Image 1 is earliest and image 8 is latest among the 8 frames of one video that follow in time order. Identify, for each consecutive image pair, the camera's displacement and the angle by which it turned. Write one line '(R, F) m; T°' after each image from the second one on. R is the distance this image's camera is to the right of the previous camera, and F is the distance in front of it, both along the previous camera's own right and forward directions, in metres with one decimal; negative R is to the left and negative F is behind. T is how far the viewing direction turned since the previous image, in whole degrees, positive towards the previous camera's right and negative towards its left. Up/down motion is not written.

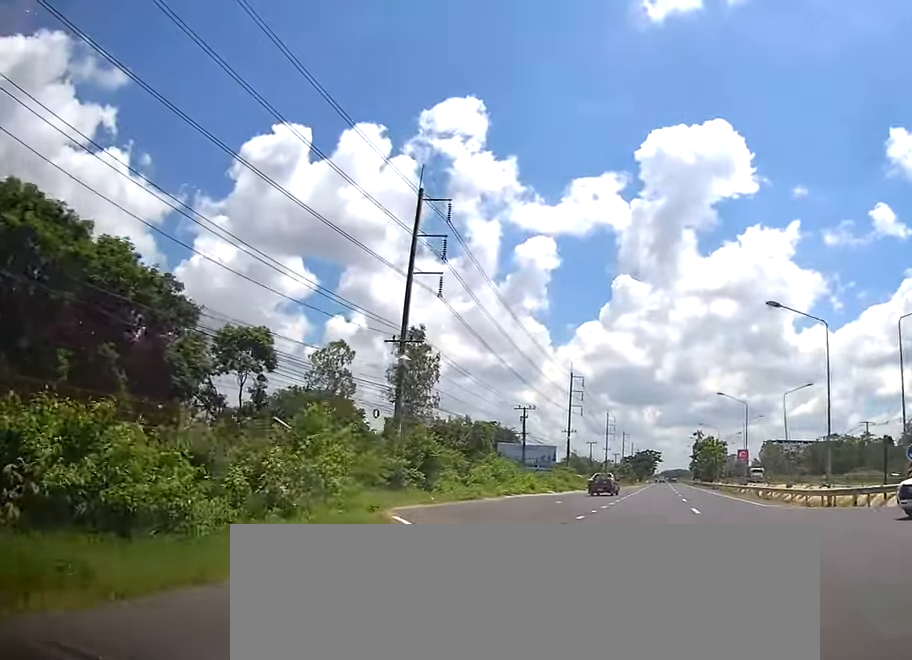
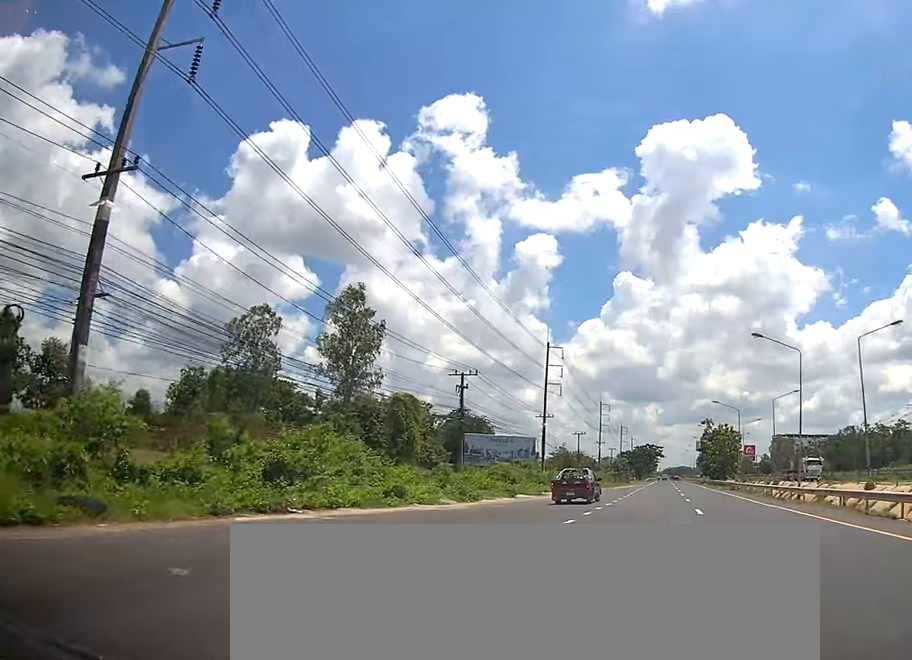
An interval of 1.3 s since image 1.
(-0.1, +27.7) m; +2°
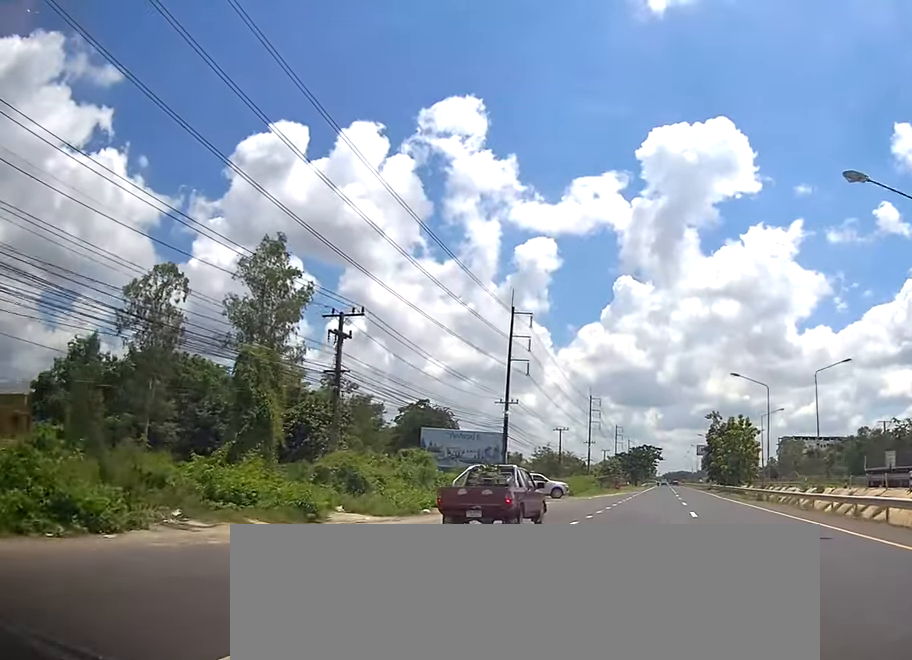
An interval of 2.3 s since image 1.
(+0.7, +23.3) m; 0°
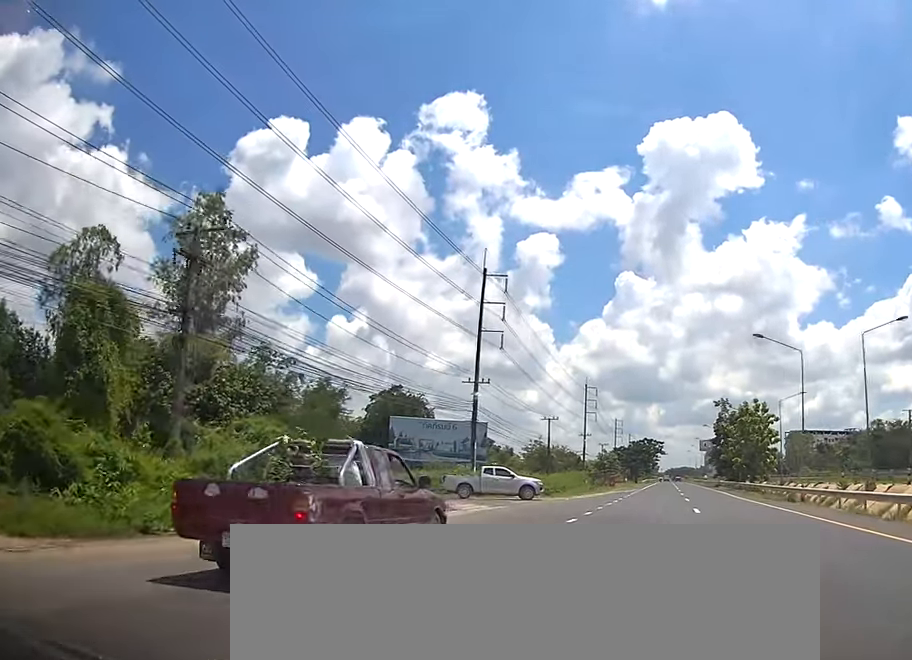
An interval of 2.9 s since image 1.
(-0.4, +13.2) m; -1°
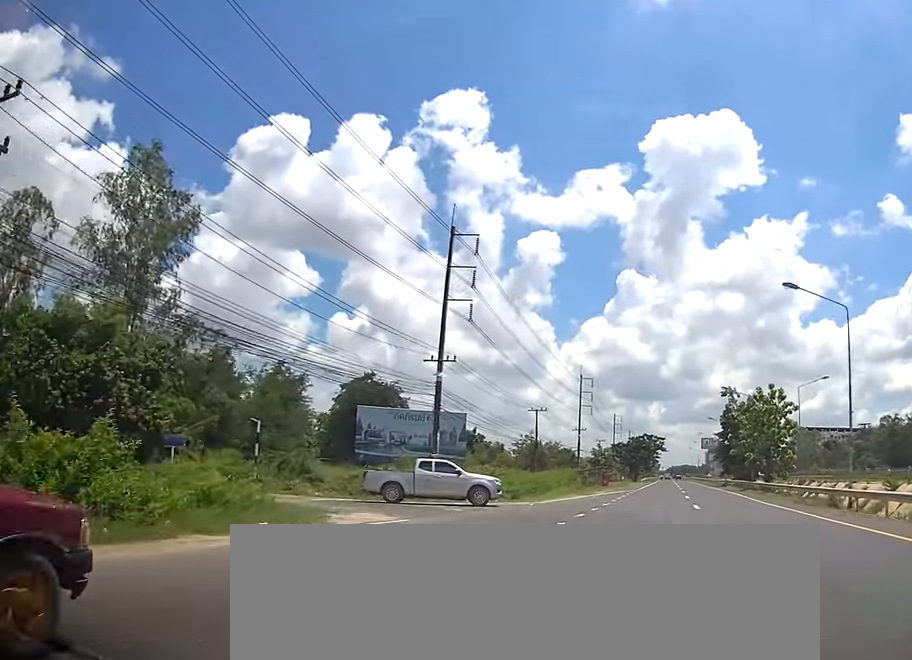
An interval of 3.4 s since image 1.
(-0.1, +10.7) m; 0°
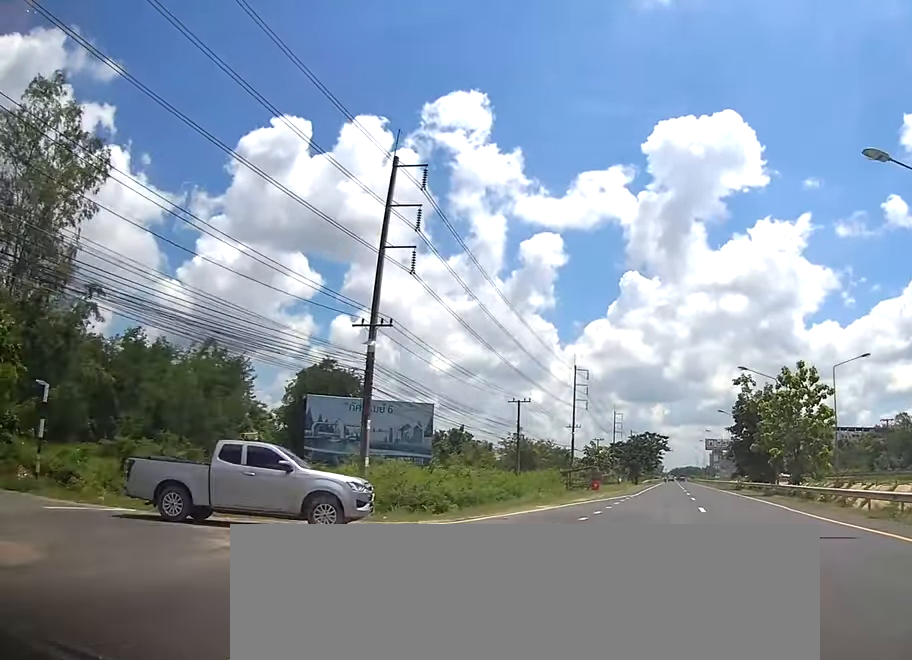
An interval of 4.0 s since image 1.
(-0.1, +13.2) m; +1°
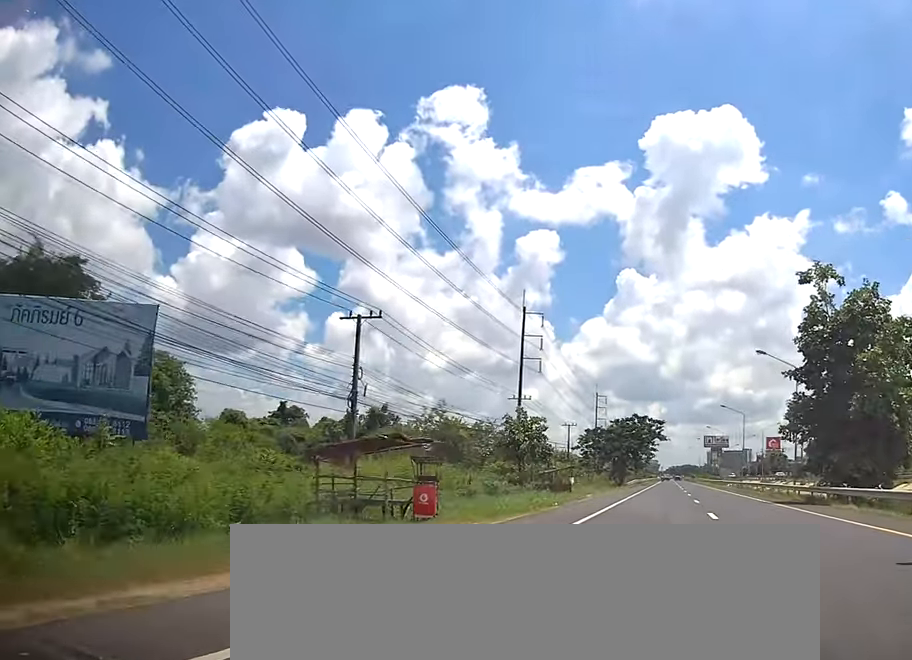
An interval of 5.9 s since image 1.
(+0.4, +41.4) m; 0°
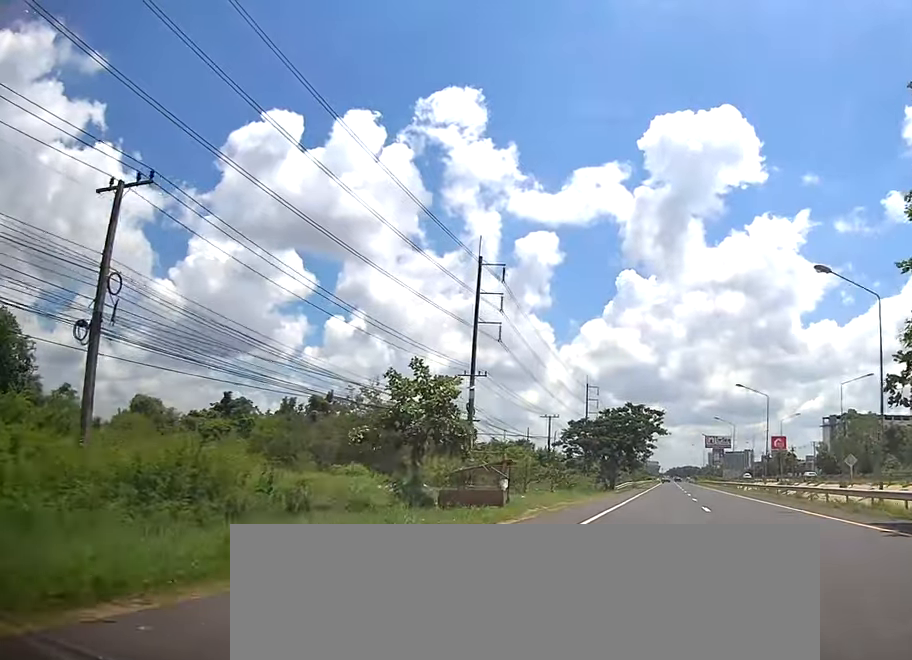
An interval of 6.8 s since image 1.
(+0.2, +19.4) m; 0°
